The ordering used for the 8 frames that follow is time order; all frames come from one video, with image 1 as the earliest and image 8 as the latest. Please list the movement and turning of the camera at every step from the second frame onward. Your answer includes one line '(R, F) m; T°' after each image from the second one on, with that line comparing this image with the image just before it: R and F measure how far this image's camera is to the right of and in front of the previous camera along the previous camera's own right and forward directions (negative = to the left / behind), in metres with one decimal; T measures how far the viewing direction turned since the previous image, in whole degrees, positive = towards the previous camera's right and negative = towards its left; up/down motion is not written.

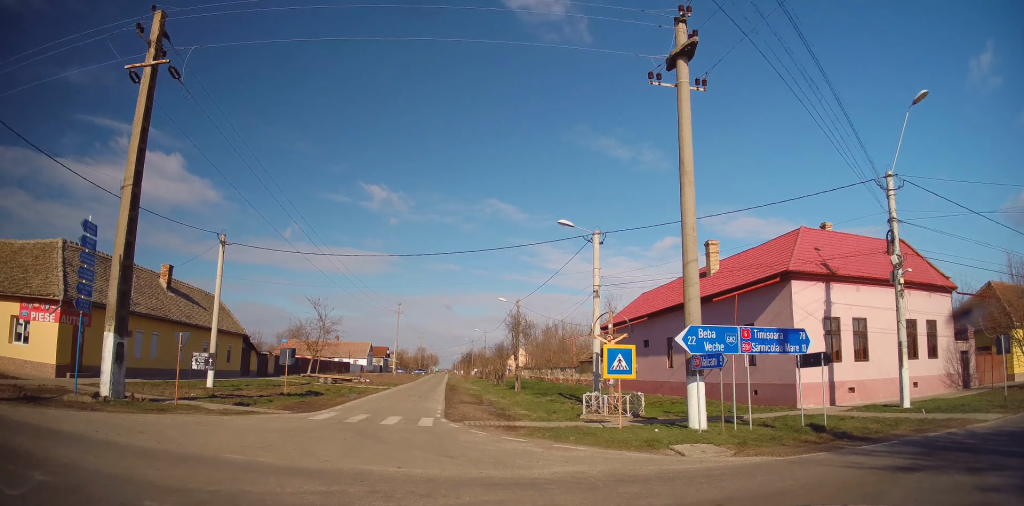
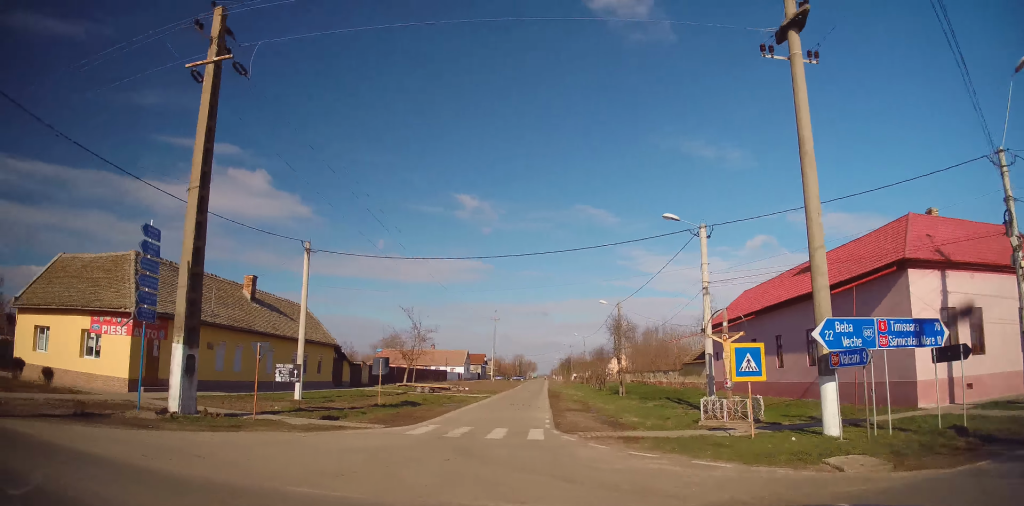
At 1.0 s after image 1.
(-0.5, +2.1) m; -26°
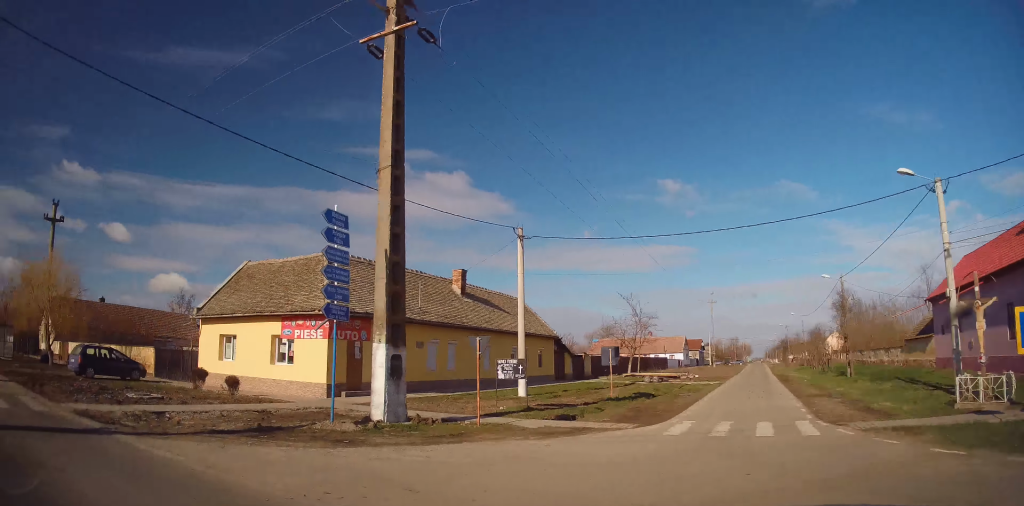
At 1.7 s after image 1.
(-0.2, +1.7) m; -18°
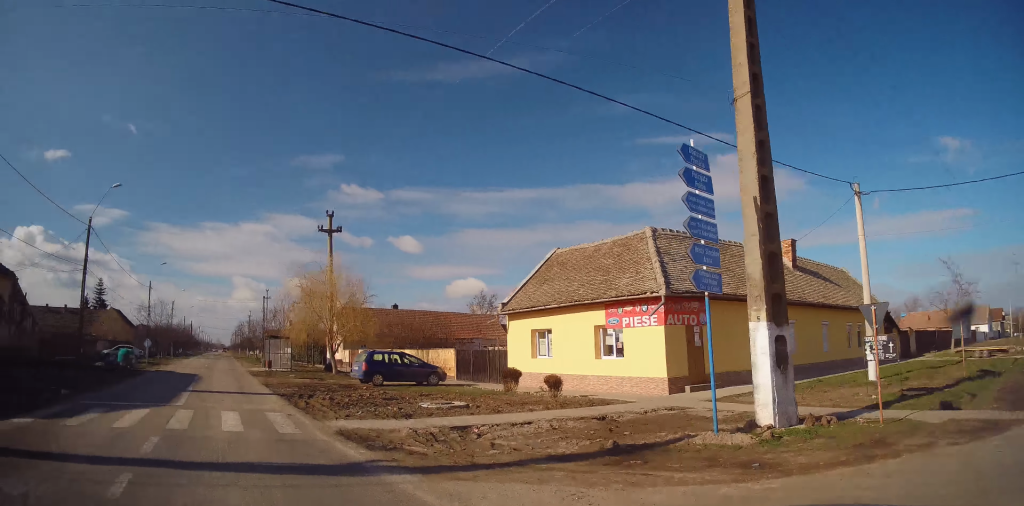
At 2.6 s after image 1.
(-0.5, +2.9) m; -20°
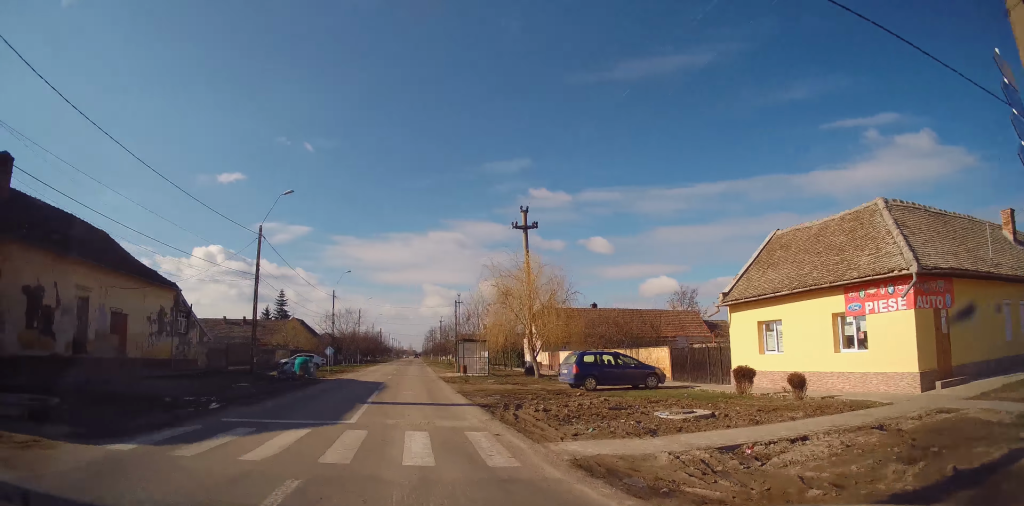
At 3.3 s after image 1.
(-0.3, +2.9) m; -11°
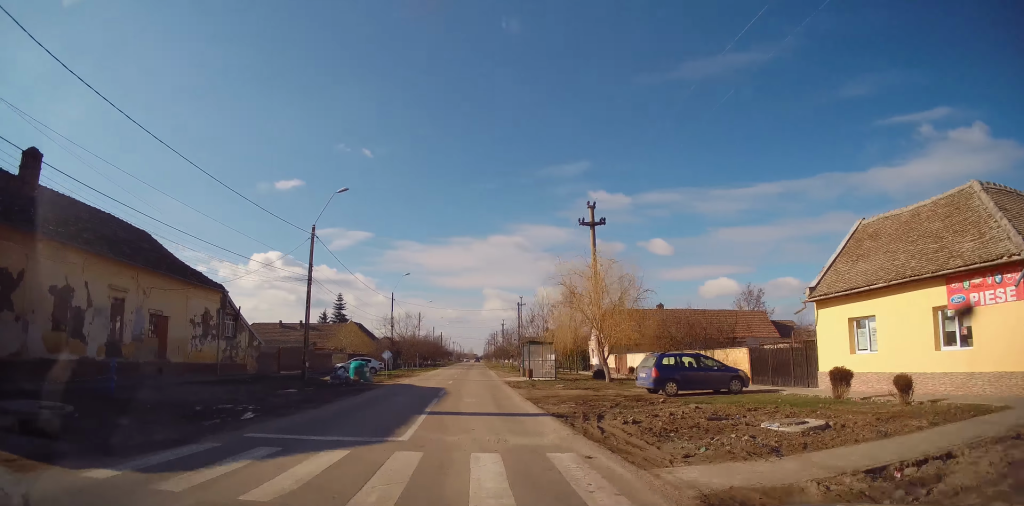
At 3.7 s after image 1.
(-0.2, +2.1) m; -2°
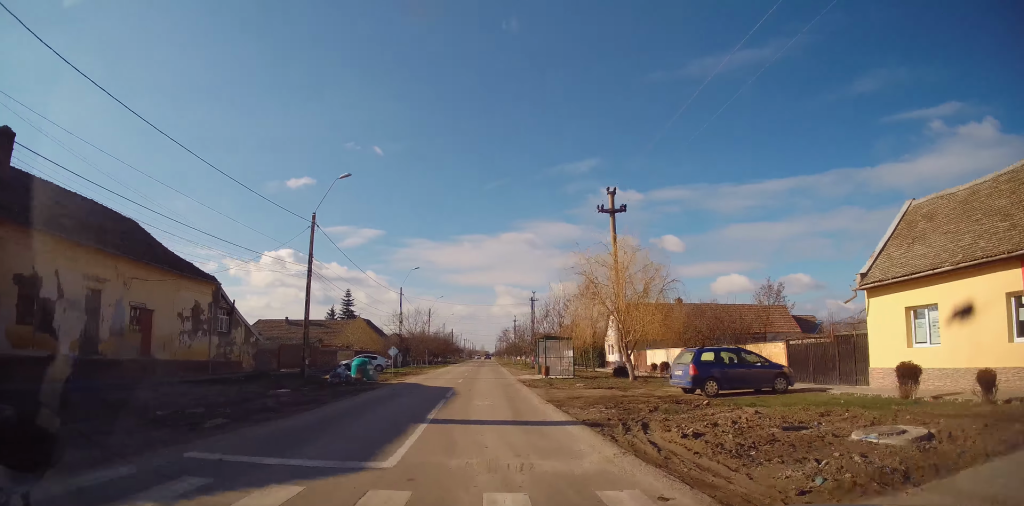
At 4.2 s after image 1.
(-0.2, +2.4) m; 0°
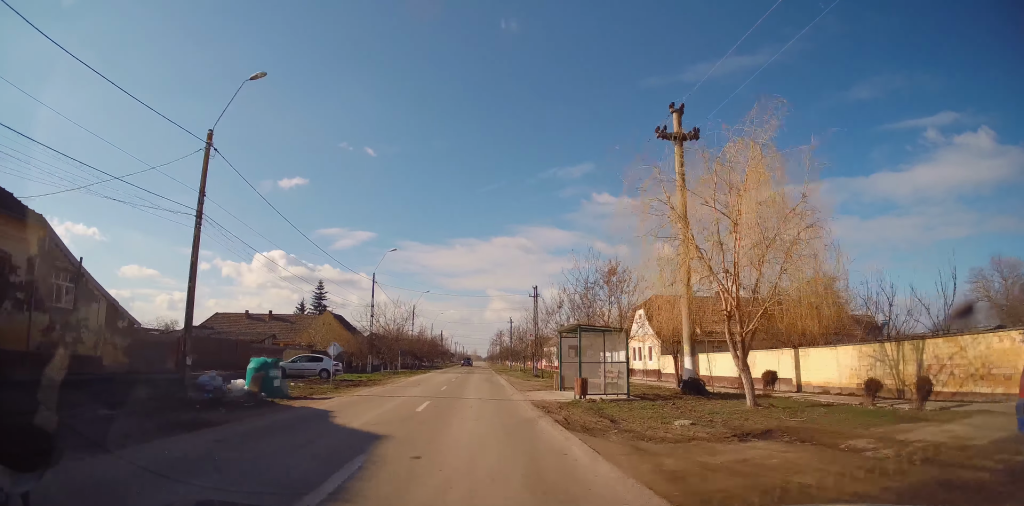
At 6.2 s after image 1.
(+0.5, +13.0) m; +2°
